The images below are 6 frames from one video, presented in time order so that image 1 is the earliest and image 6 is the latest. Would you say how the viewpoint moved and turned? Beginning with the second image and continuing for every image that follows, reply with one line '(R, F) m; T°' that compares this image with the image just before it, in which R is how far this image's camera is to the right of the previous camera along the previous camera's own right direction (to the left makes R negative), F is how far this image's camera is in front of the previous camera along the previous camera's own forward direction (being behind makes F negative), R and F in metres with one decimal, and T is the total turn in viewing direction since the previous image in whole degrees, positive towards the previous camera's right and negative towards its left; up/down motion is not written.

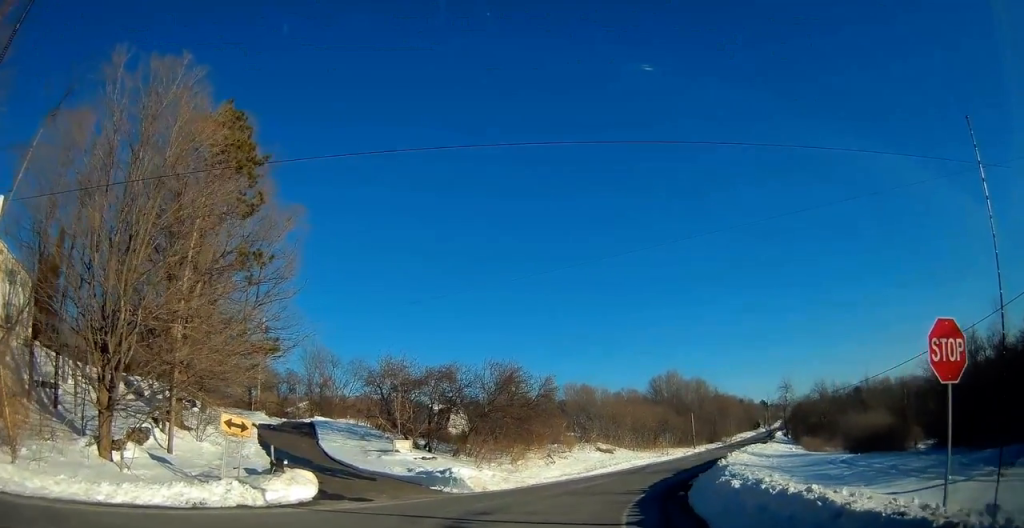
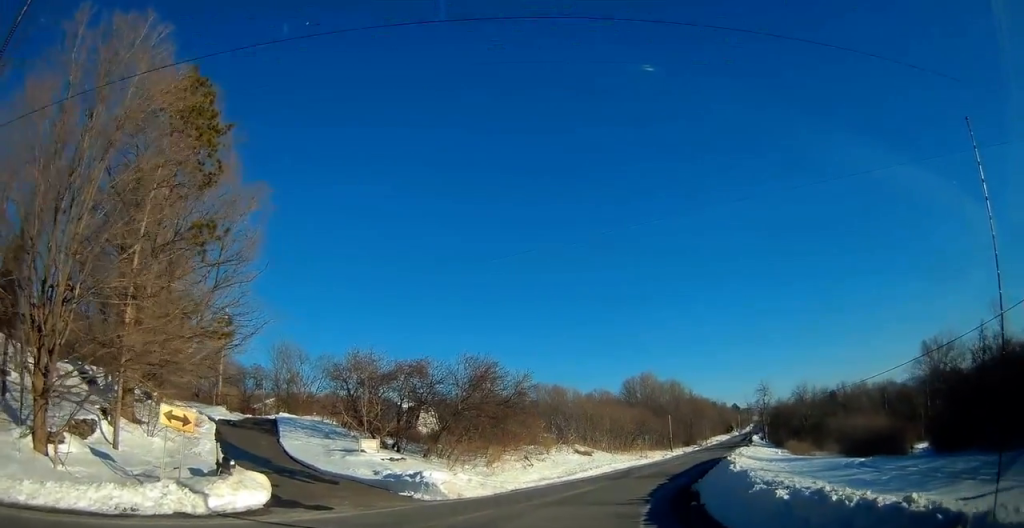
(+0.1, +3.3) m; +7°
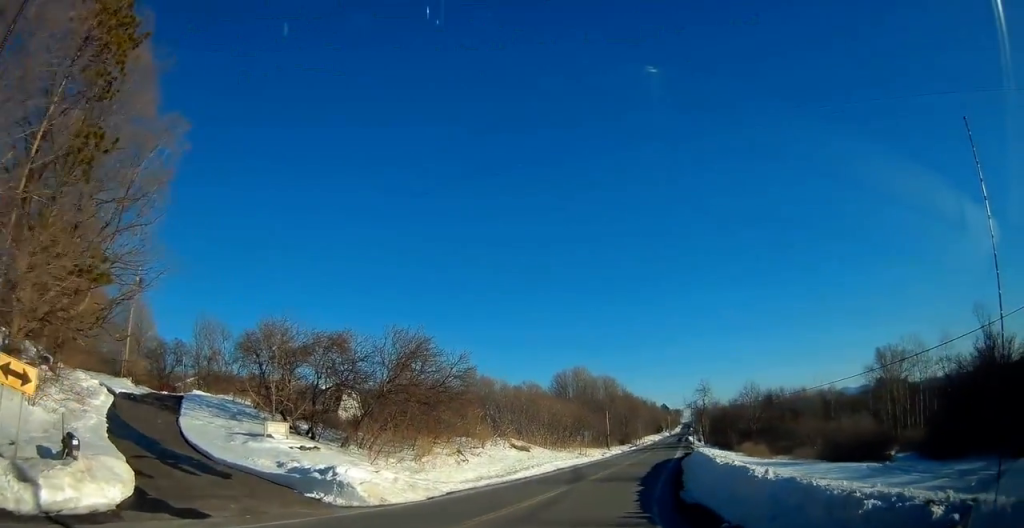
(+0.4, +4.8) m; +11°
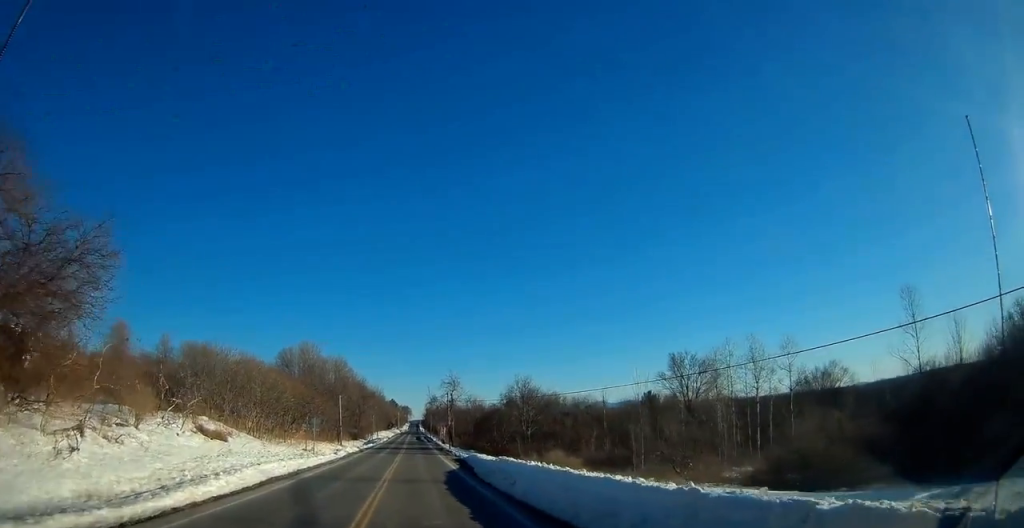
(+3.9, +20.8) m; +17°
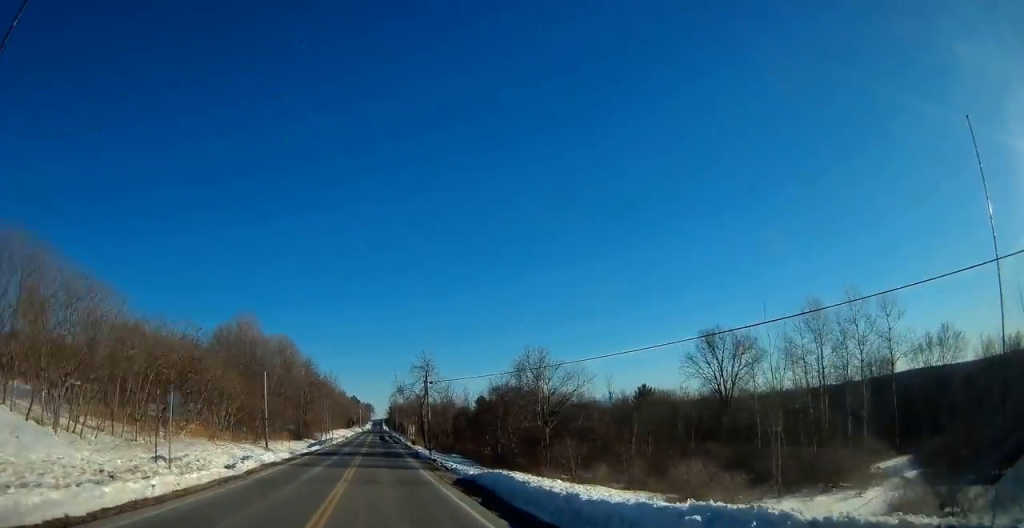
(+0.3, +25.5) m; -1°
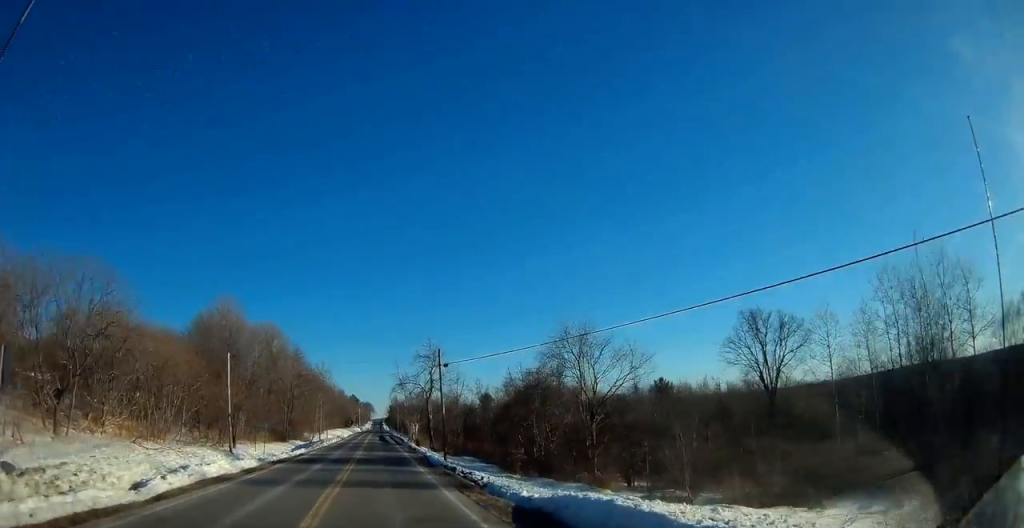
(-0.2, +11.6) m; 0°
